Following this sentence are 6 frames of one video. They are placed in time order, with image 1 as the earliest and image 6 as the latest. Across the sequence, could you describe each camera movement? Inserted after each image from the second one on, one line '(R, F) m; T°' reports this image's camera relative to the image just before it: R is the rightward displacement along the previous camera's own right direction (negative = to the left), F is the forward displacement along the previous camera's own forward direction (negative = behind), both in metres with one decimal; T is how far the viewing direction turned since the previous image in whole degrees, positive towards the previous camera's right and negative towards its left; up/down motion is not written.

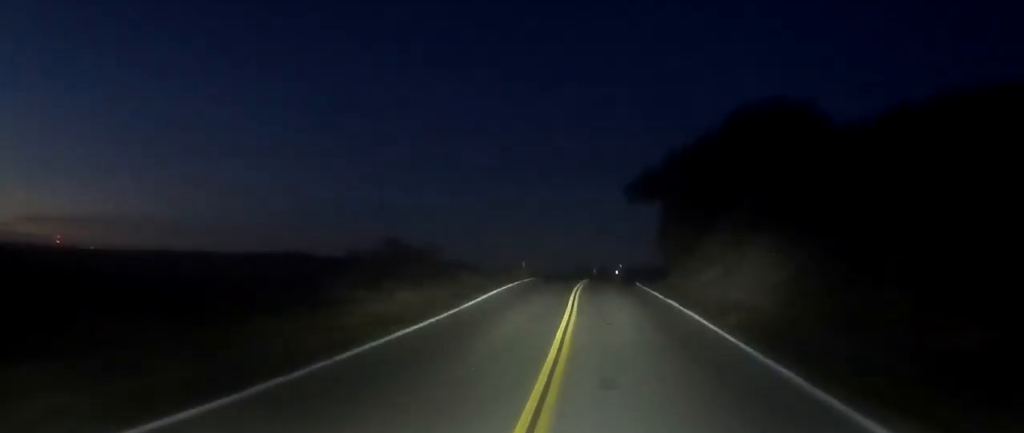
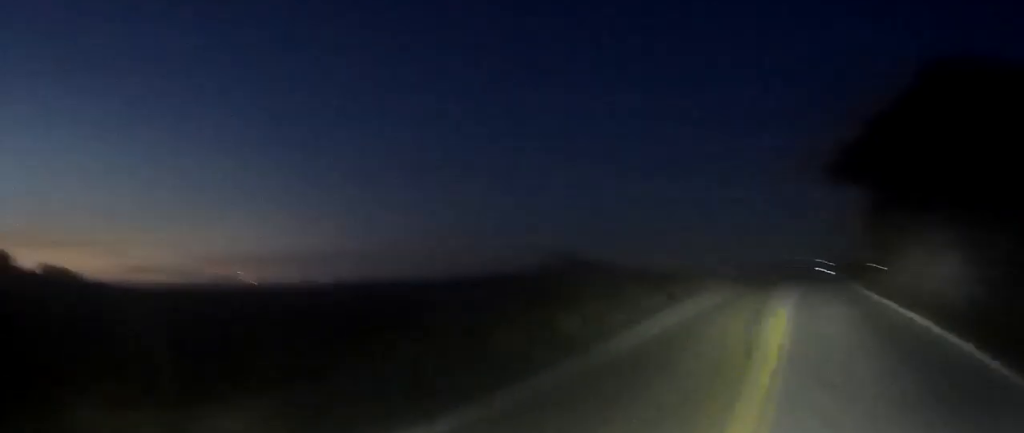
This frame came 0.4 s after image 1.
(-0.4, +7.8) m; -2°
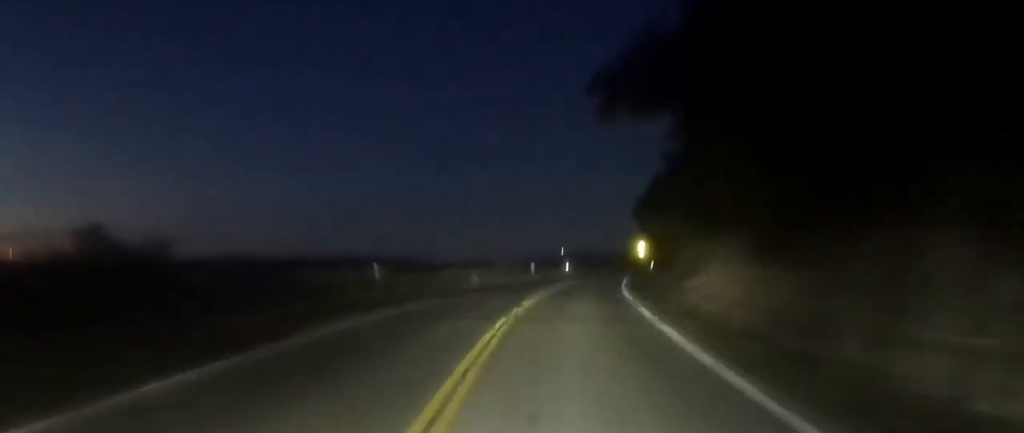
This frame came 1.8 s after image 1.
(-0.9, +23.5) m; -1°
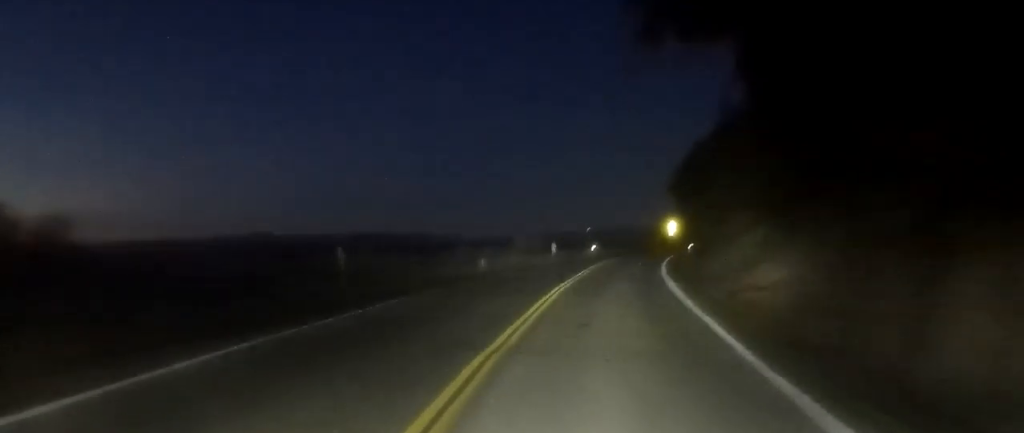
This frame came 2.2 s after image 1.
(0.0, +6.9) m; +1°
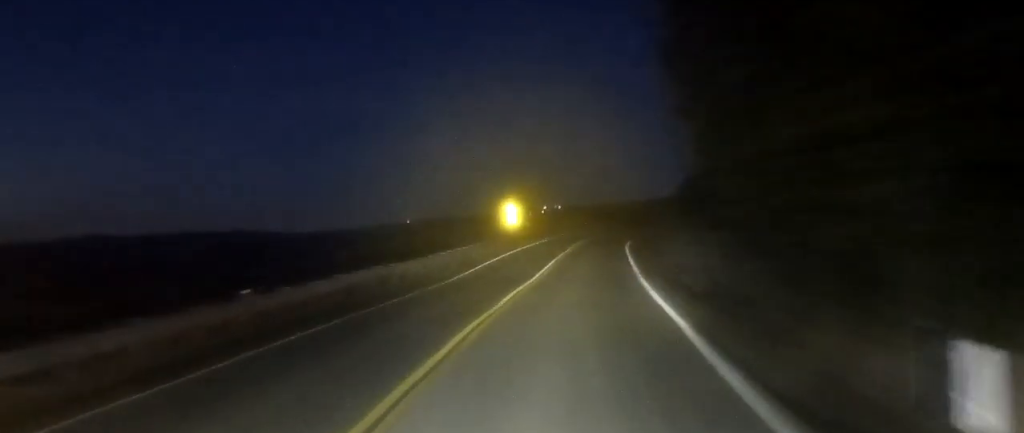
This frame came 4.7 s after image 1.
(+4.5, +42.8) m; +12°
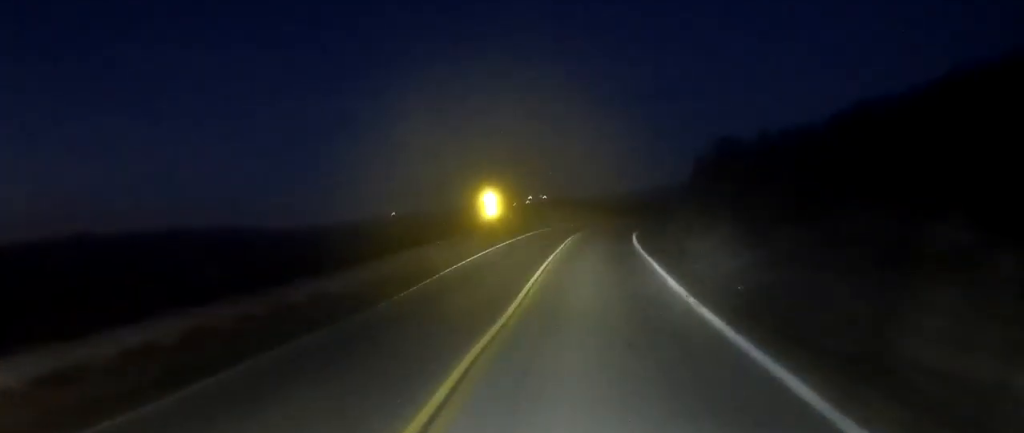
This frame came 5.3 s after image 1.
(+0.3, +9.0) m; +3°
